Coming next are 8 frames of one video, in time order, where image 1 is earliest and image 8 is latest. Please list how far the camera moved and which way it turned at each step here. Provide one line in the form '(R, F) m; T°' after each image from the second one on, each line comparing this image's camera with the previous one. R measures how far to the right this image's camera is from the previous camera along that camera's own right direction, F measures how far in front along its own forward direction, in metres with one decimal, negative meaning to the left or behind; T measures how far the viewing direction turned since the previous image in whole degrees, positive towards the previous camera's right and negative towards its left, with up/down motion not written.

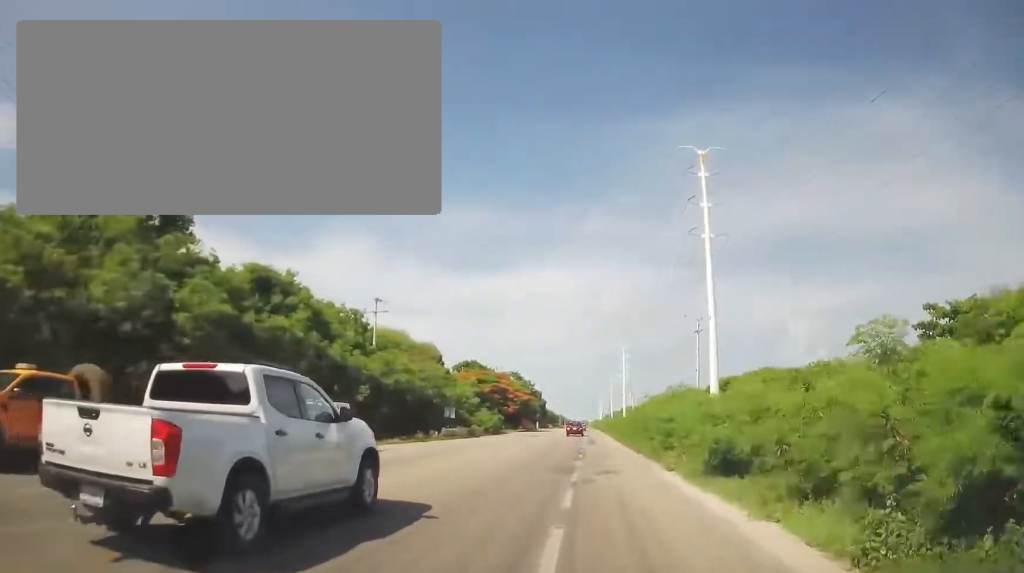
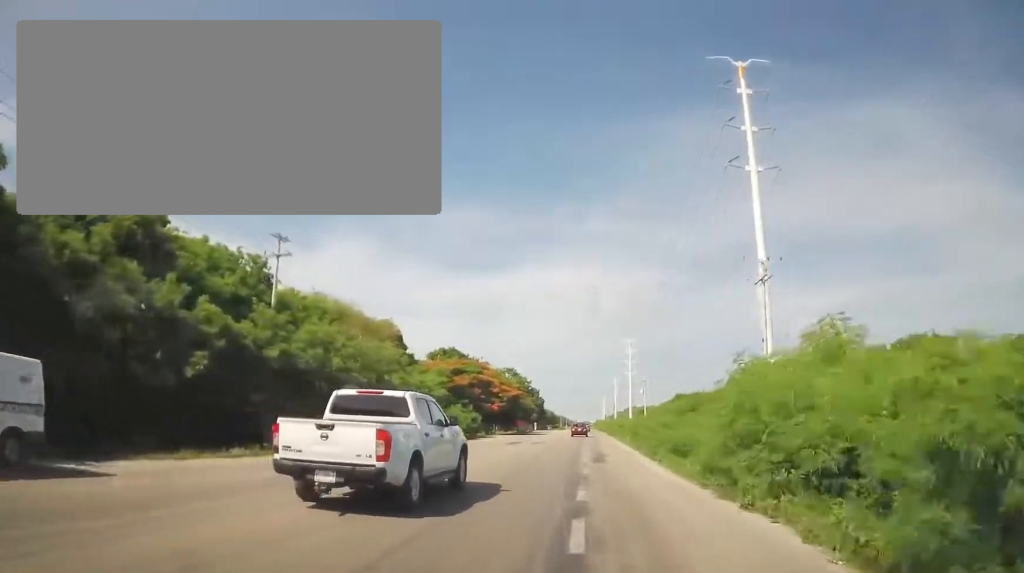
(-0.1, +17.0) m; -1°
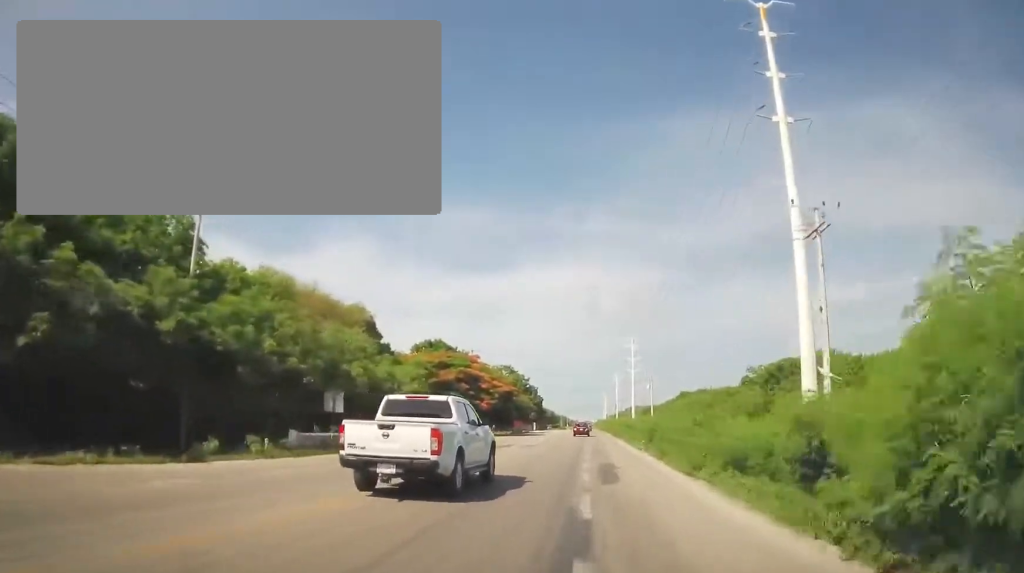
(+0.2, +7.6) m; -1°
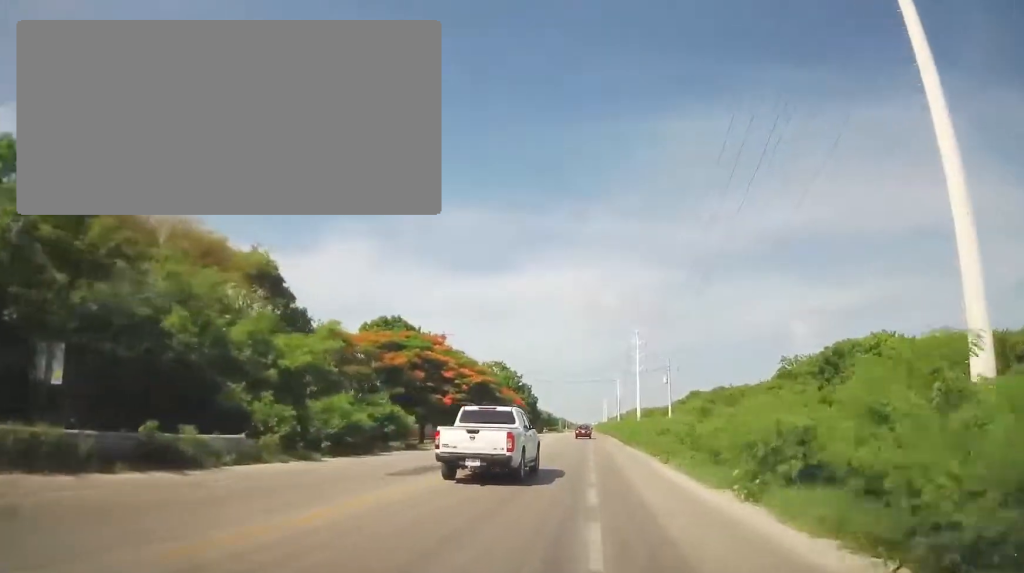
(-0.6, +16.2) m; -2°
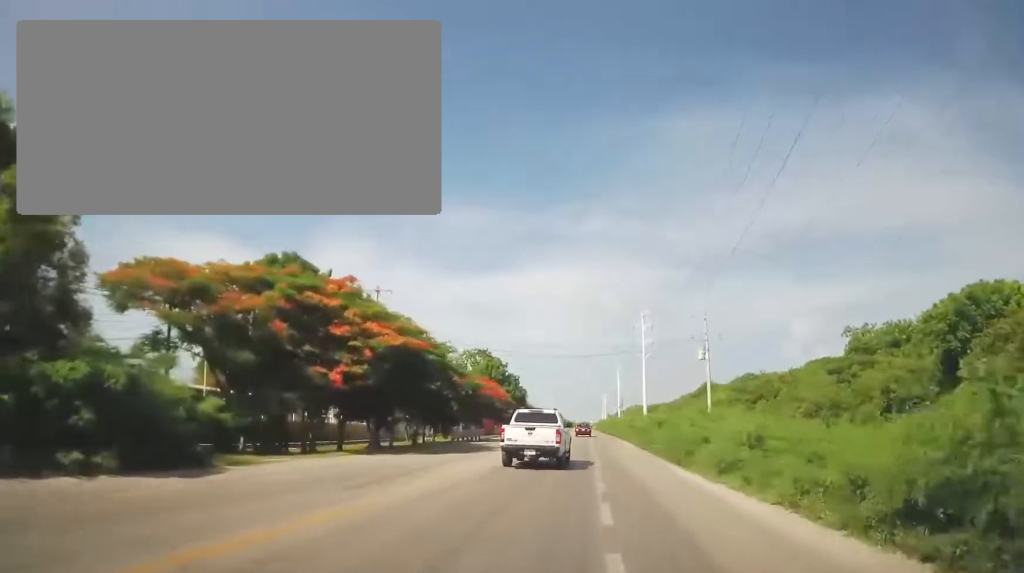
(-0.1, +20.2) m; +1°
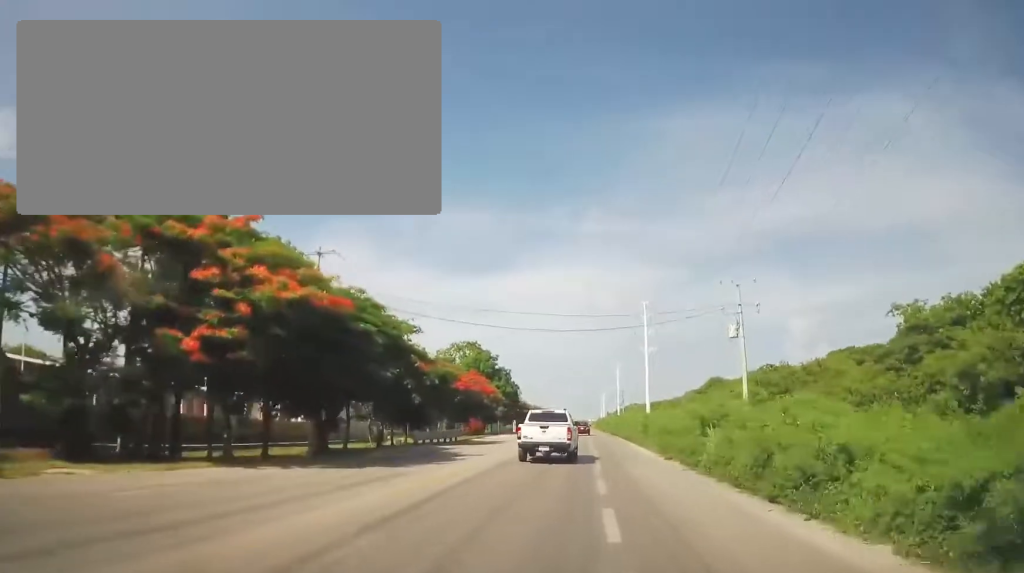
(+0.1, +9.7) m; +1°
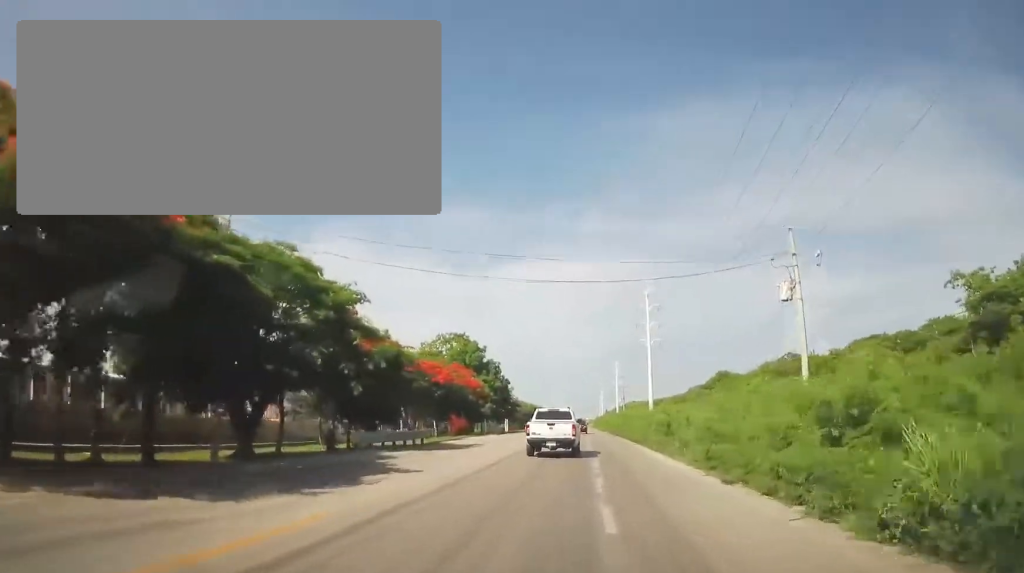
(+0.1, +9.1) m; +1°
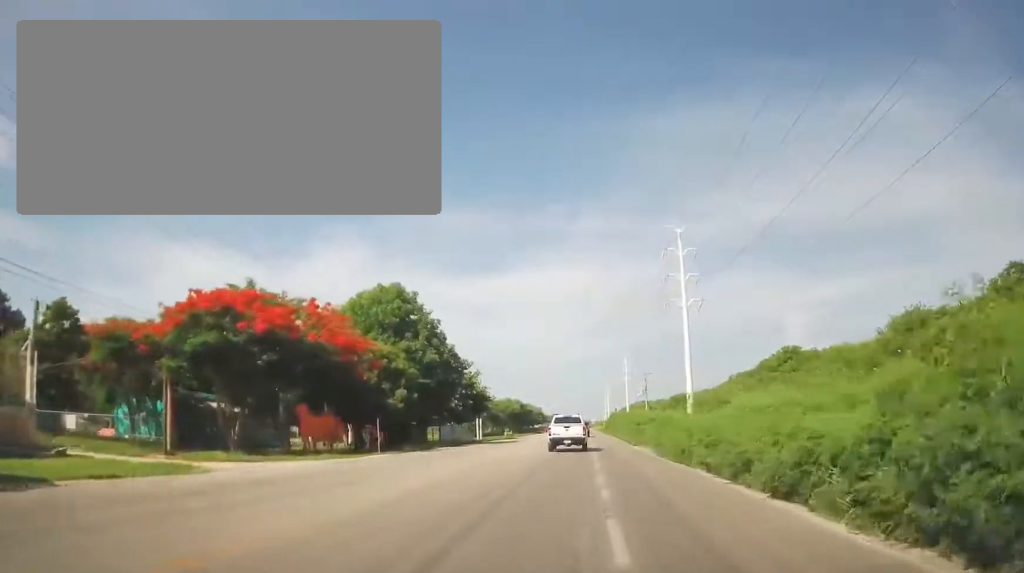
(-0.7, +37.9) m; +1°
